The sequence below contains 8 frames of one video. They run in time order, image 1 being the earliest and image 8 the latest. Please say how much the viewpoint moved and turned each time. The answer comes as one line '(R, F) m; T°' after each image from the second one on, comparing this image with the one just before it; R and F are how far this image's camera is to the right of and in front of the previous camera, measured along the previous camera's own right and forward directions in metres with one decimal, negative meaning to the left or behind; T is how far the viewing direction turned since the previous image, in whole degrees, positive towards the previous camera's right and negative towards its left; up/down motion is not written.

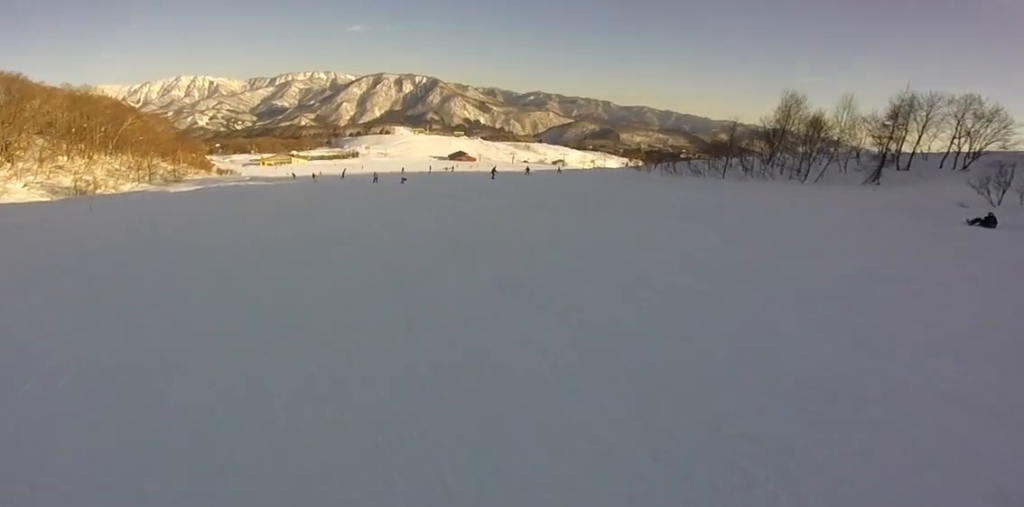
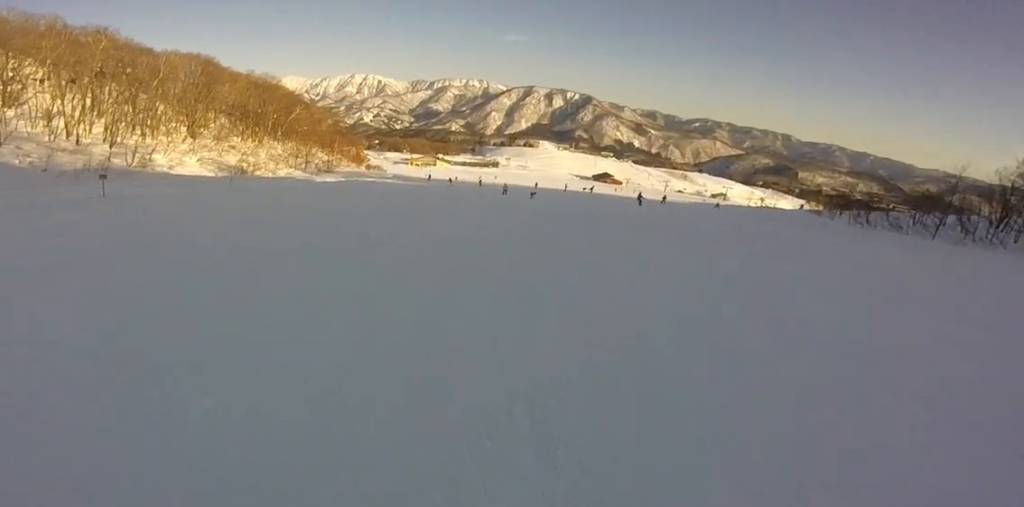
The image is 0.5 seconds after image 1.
(+0.3, +2.9) m; -8°
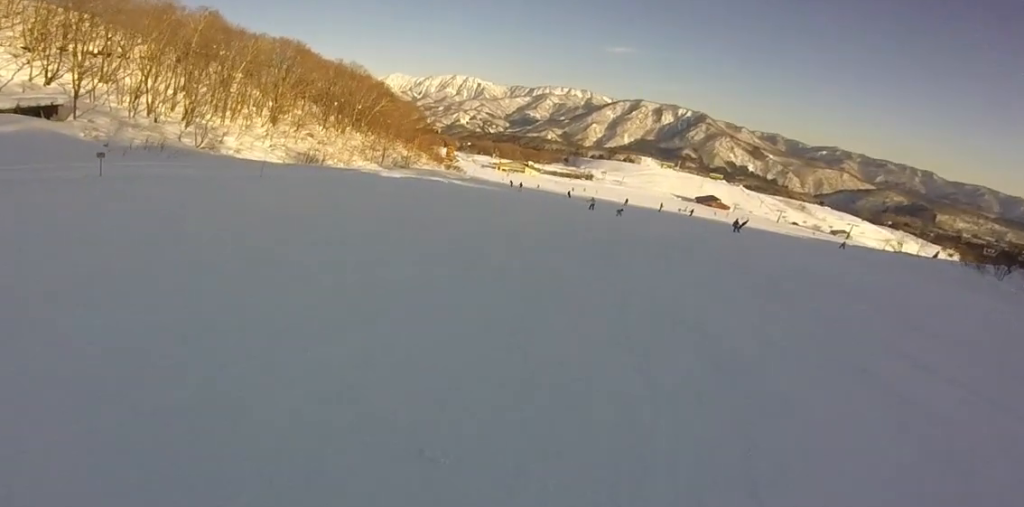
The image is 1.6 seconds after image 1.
(-1.5, +5.2) m; -17°
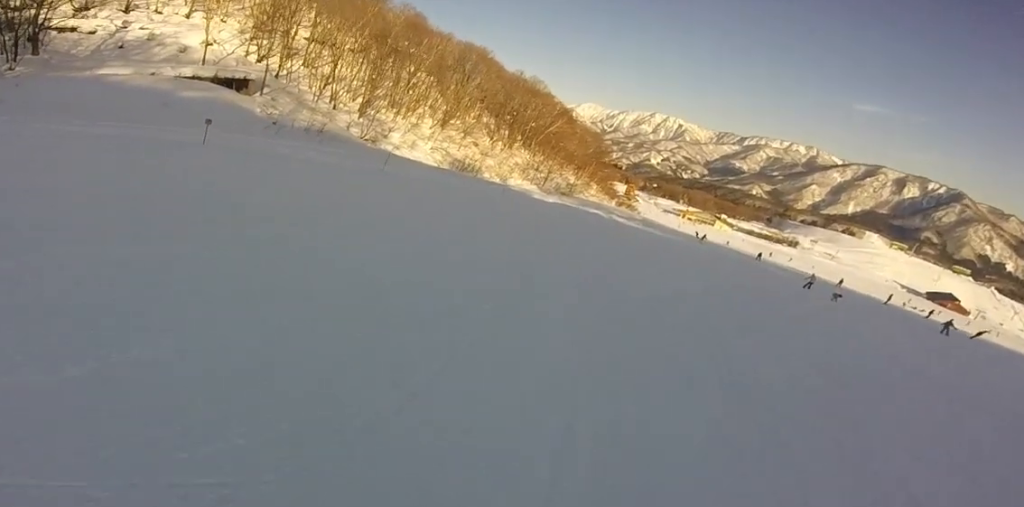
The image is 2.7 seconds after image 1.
(0.0, +5.1) m; -4°
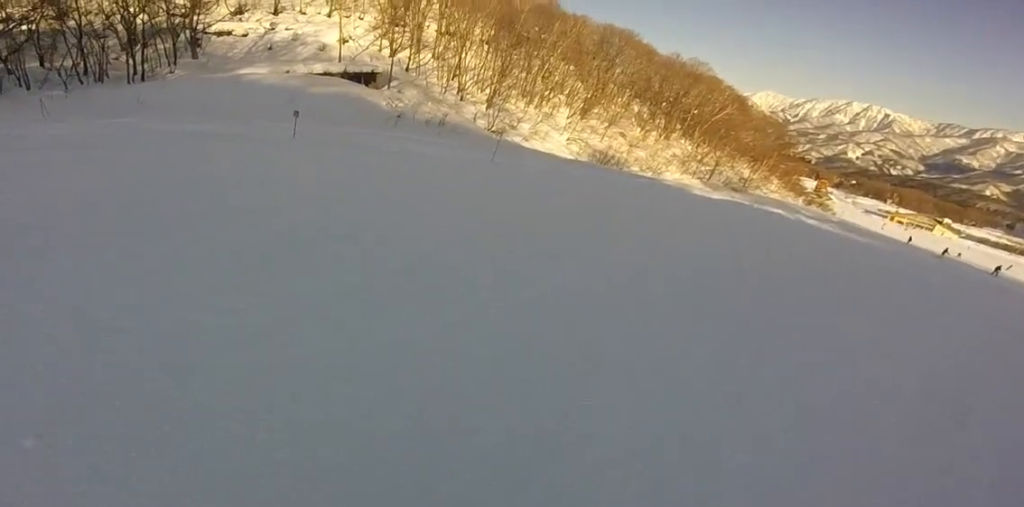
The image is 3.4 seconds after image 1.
(+0.2, +3.2) m; -14°
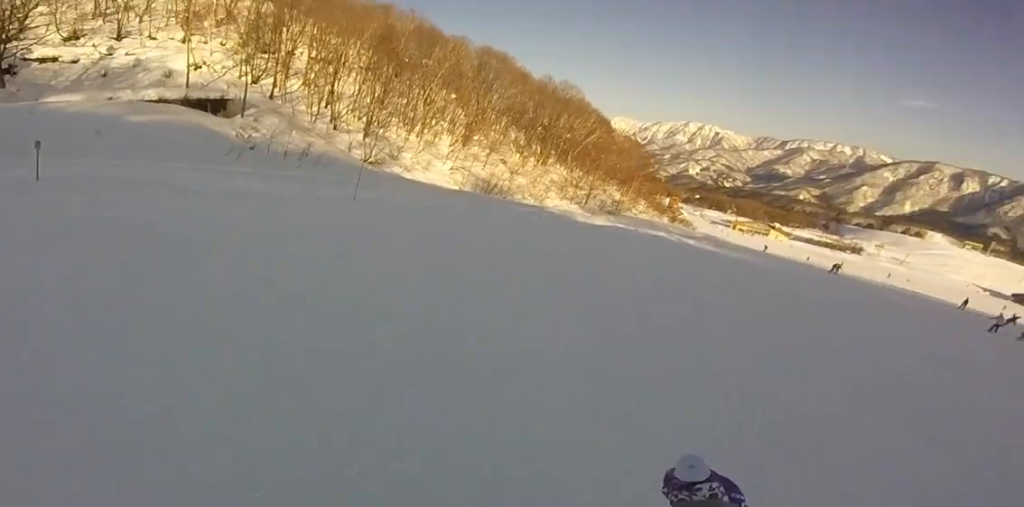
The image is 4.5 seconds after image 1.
(-1.4, +3.7) m; -7°
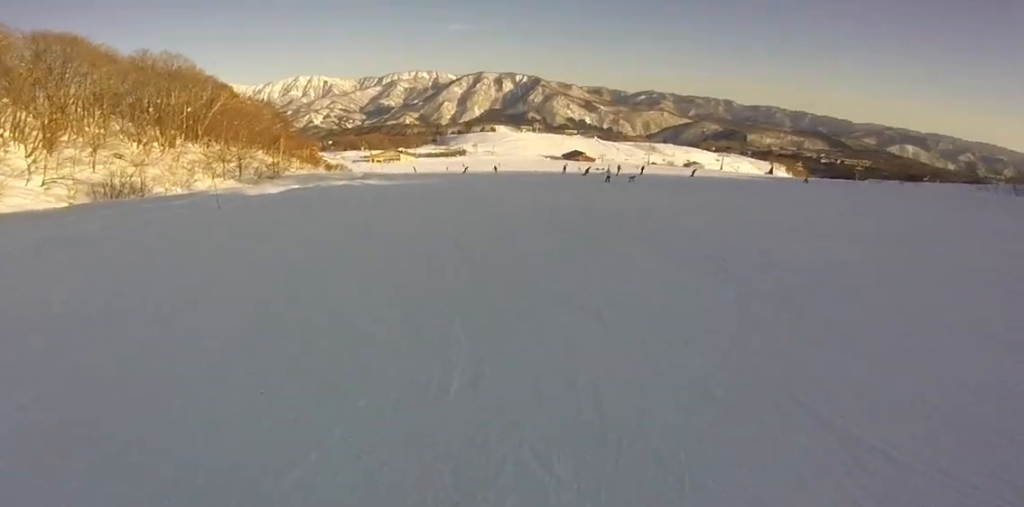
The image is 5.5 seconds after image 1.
(+1.1, +3.1) m; +51°
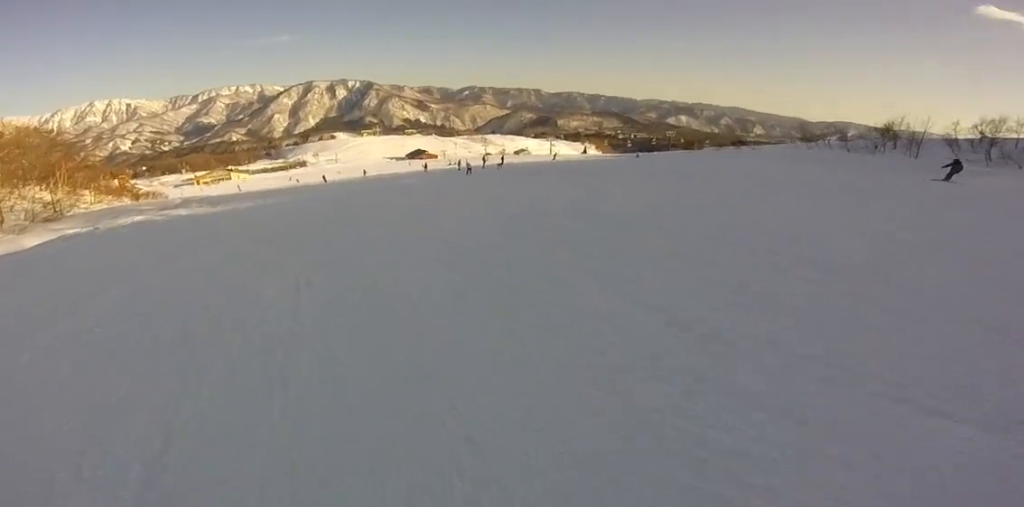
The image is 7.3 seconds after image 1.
(+4.3, +5.1) m; +46°
